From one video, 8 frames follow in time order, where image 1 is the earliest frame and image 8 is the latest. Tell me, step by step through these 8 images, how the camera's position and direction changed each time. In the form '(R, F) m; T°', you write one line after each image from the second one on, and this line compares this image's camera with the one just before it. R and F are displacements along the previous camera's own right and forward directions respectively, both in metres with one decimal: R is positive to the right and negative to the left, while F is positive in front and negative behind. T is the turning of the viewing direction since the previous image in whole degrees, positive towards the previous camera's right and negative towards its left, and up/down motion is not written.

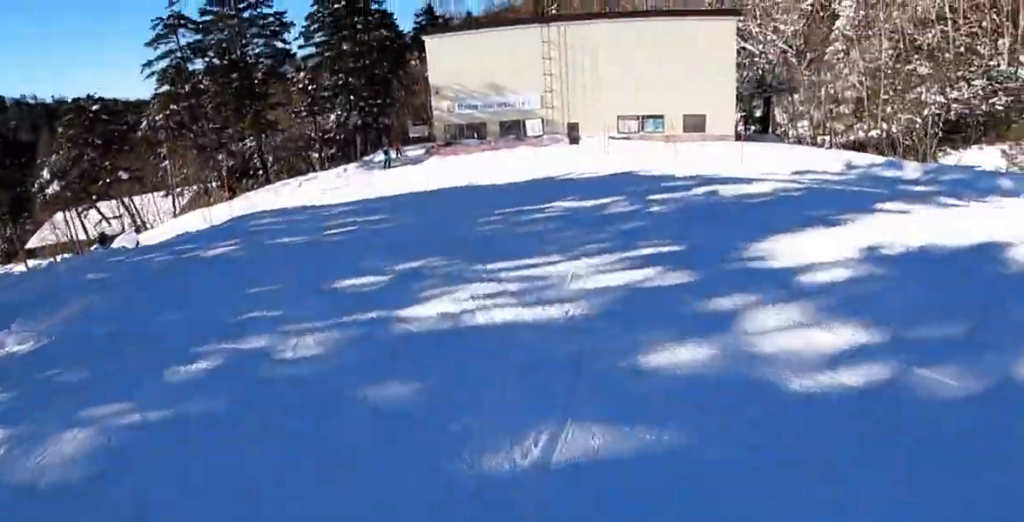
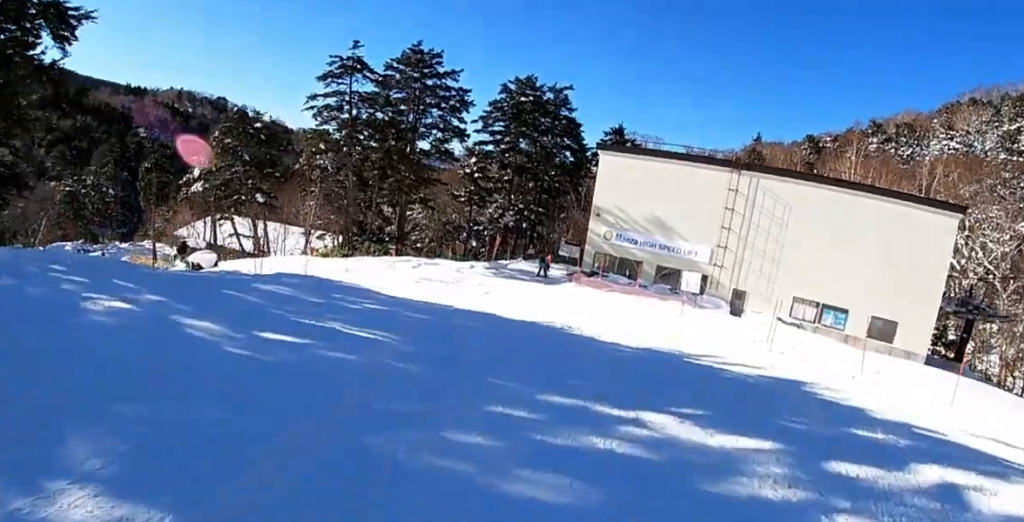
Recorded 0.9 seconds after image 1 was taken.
(-0.2, +5.5) m; -13°
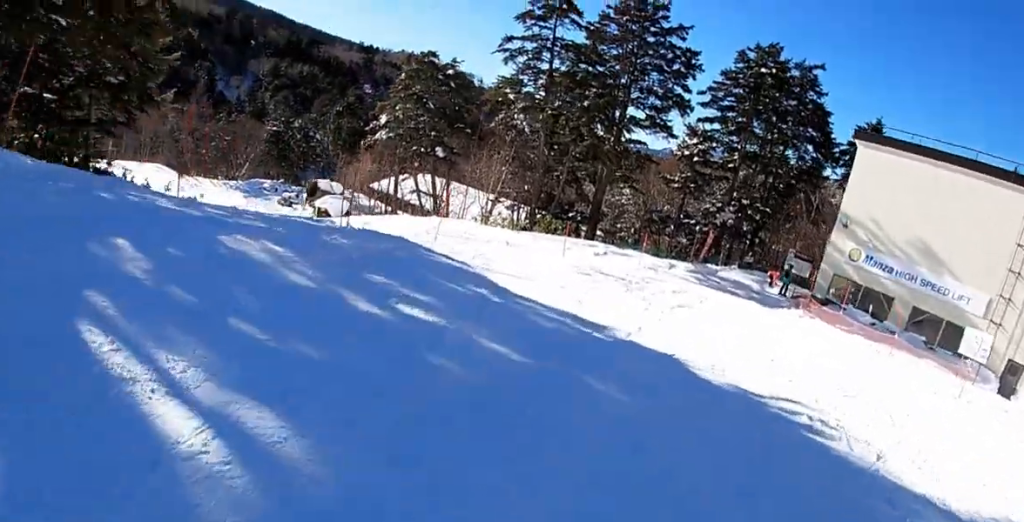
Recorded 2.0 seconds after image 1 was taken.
(-1.5, +6.4) m; -9°
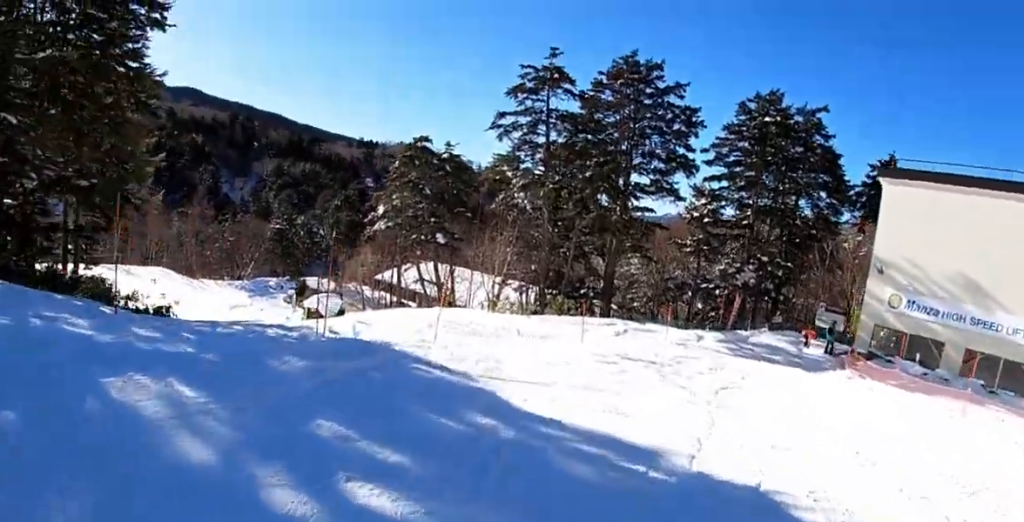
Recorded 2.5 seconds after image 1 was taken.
(-0.5, +2.4) m; +4°
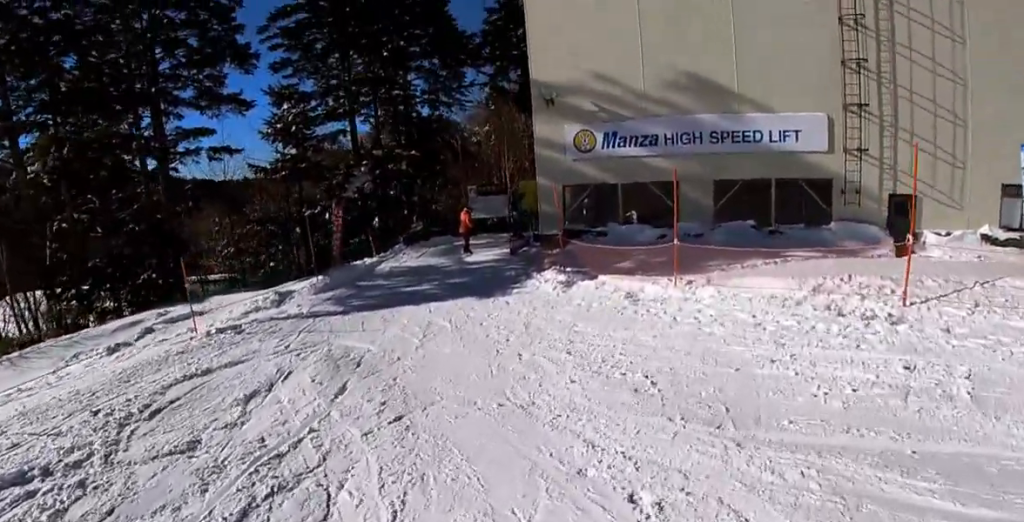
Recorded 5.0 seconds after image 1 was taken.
(+3.2, +12.8) m; +5°
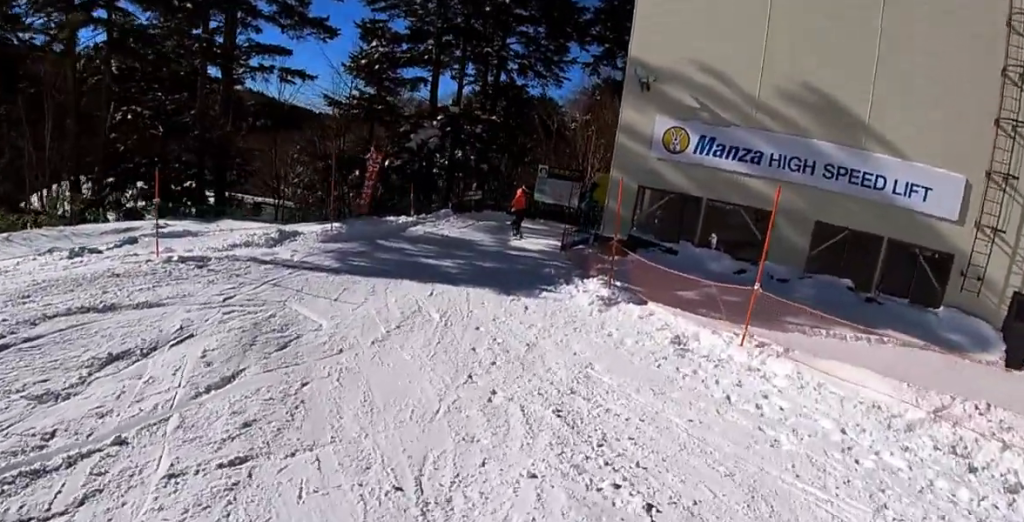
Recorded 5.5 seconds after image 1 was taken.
(-0.2, +2.3) m; -5°
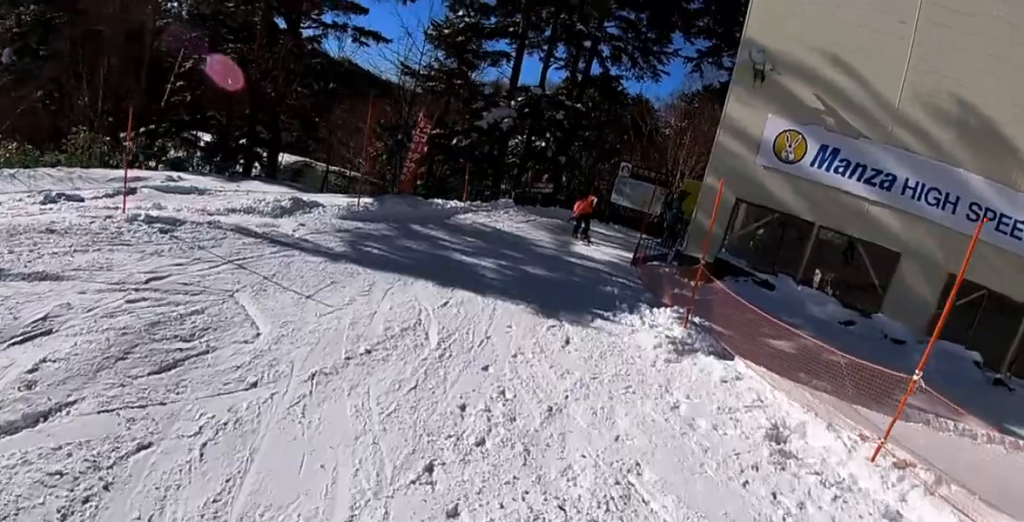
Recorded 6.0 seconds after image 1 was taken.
(0.0, +2.1) m; -1°
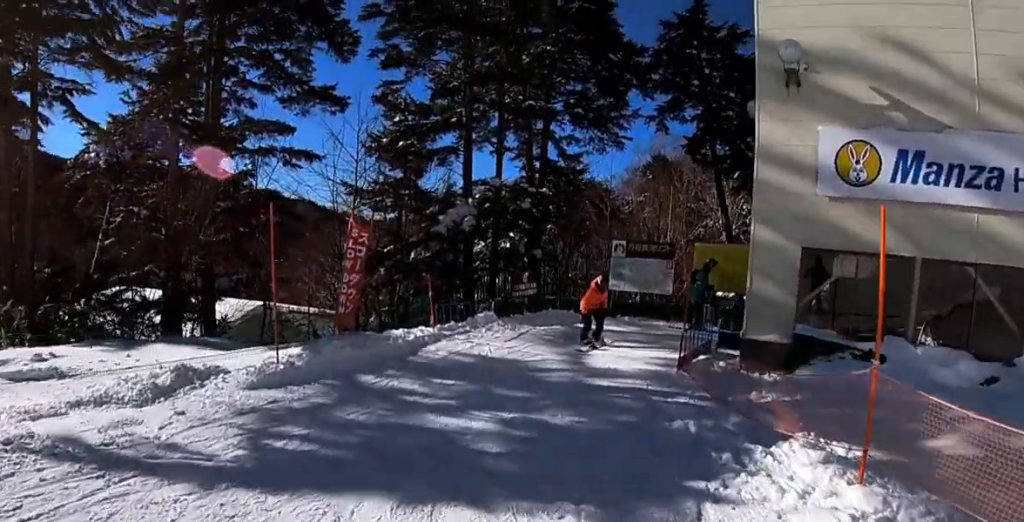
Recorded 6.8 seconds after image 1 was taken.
(0.0, +3.0) m; +5°
